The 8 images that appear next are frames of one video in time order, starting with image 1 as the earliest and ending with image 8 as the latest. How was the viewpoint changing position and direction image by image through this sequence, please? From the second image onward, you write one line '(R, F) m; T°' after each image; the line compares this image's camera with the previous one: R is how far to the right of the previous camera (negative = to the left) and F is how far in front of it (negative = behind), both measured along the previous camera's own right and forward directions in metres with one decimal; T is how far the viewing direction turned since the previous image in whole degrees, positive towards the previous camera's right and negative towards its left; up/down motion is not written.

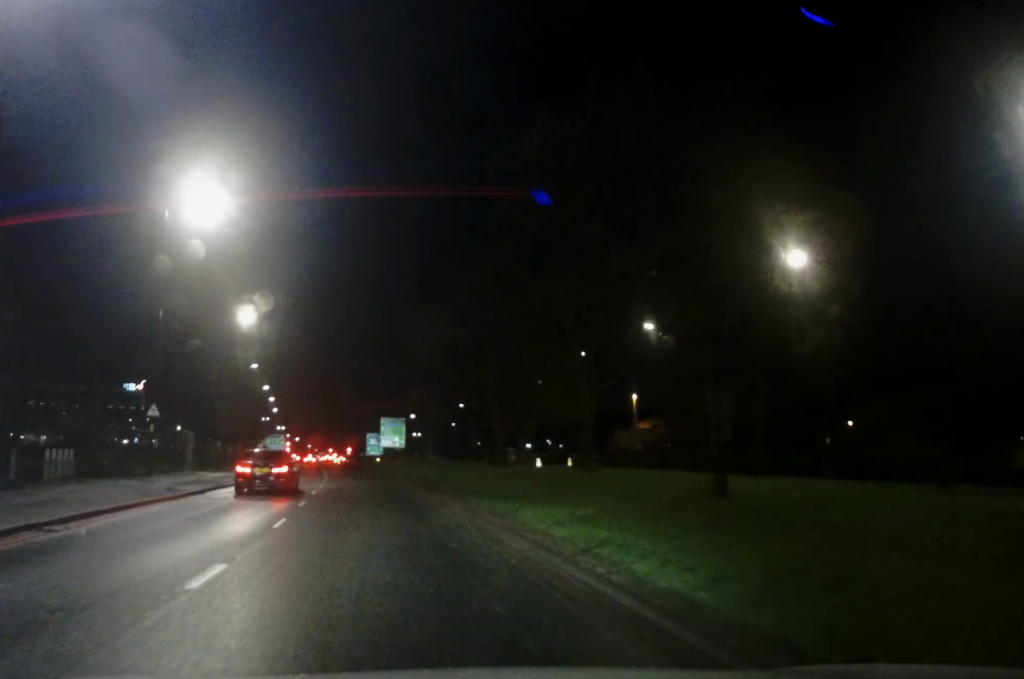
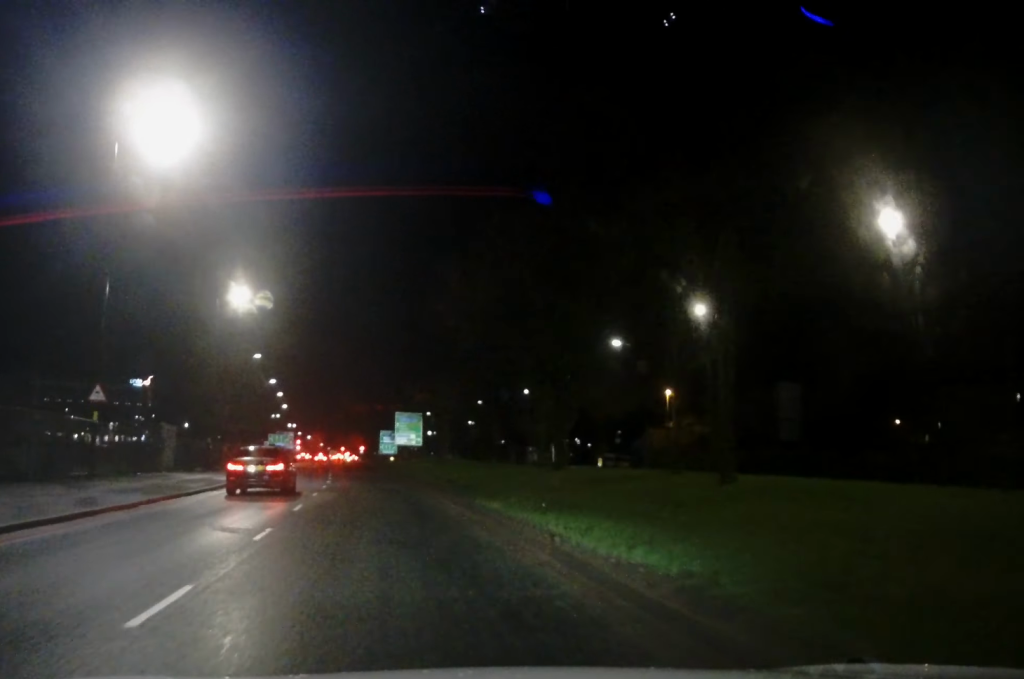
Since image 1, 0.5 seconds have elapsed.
(-0.1, +8.2) m; -1°
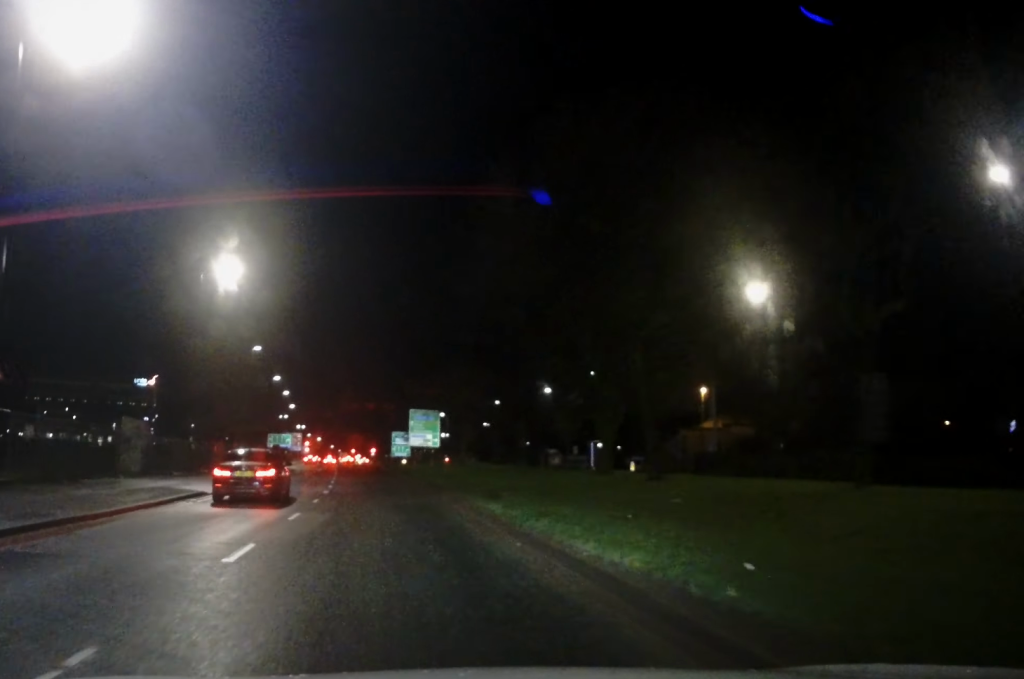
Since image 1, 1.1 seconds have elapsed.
(0.0, +8.1) m; -1°
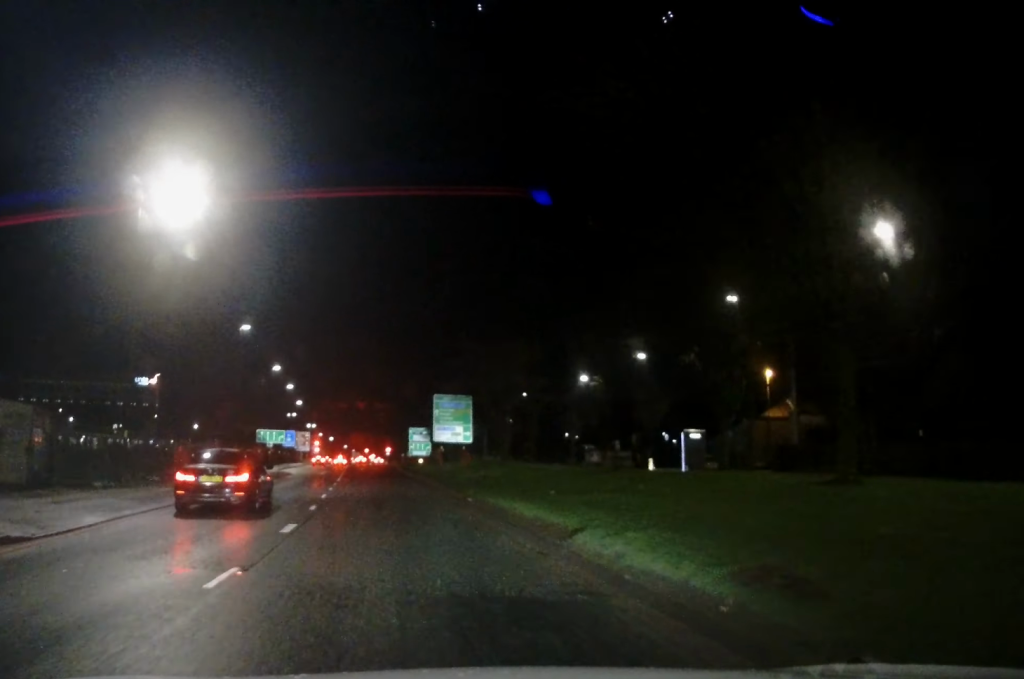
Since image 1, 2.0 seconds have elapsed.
(-0.3, +14.1) m; -2°
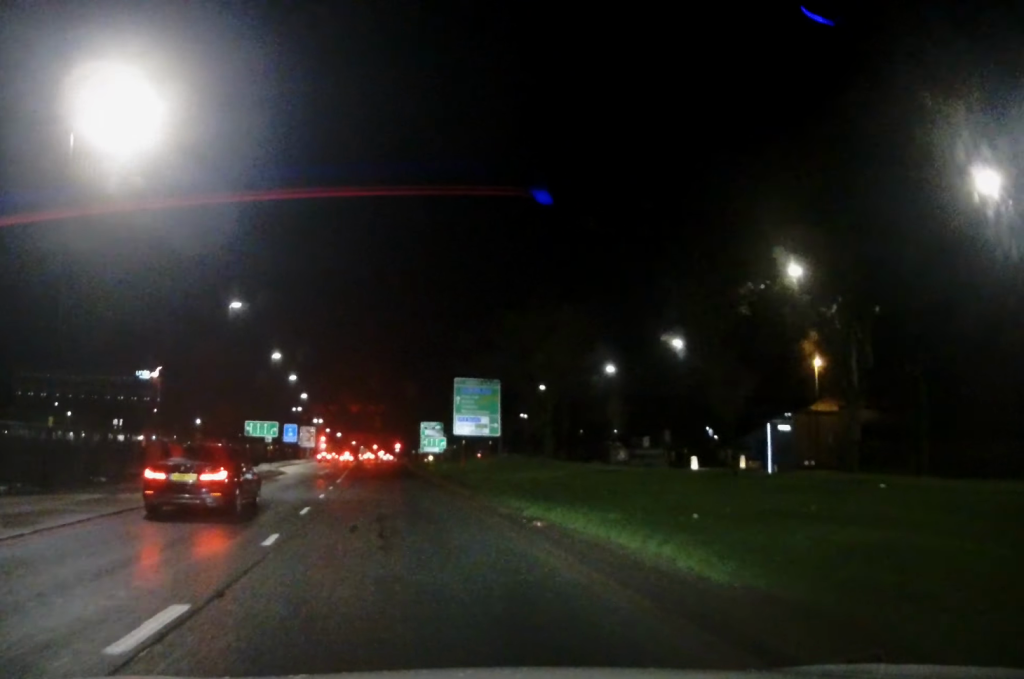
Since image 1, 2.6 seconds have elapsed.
(-0.1, +8.4) m; -1°
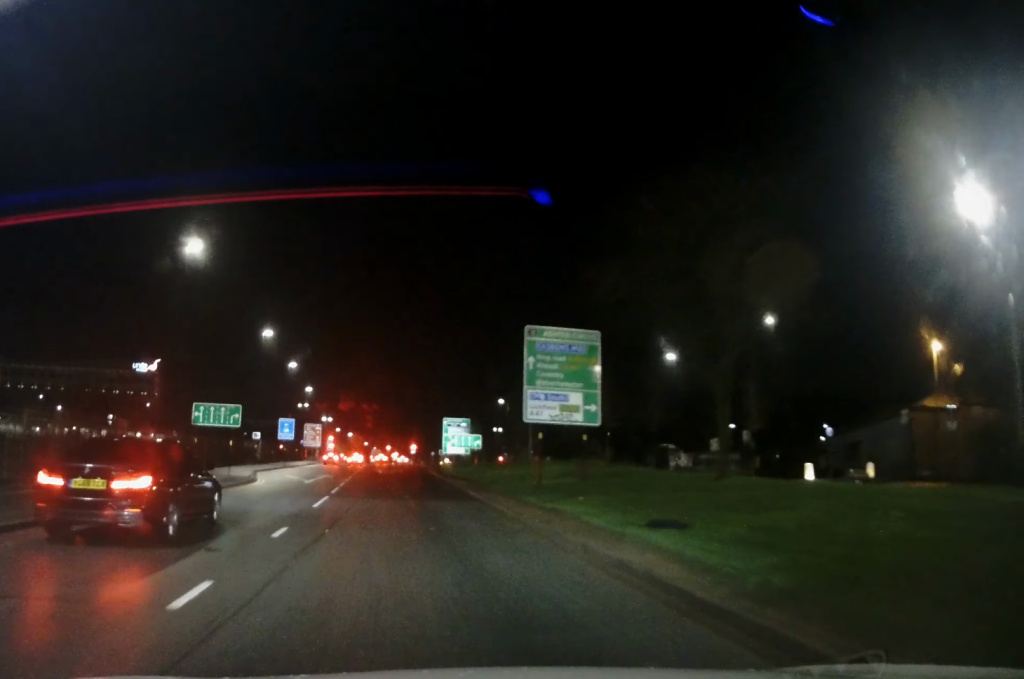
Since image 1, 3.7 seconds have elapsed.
(-0.4, +17.0) m; -1°
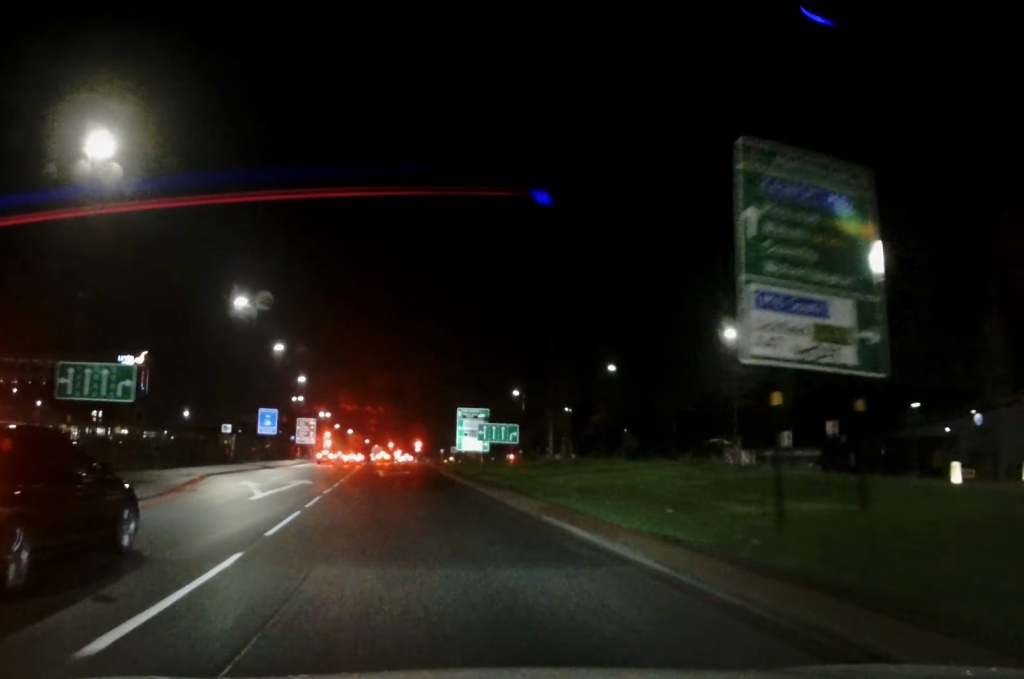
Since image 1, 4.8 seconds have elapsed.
(+0.2, +14.4) m; +1°
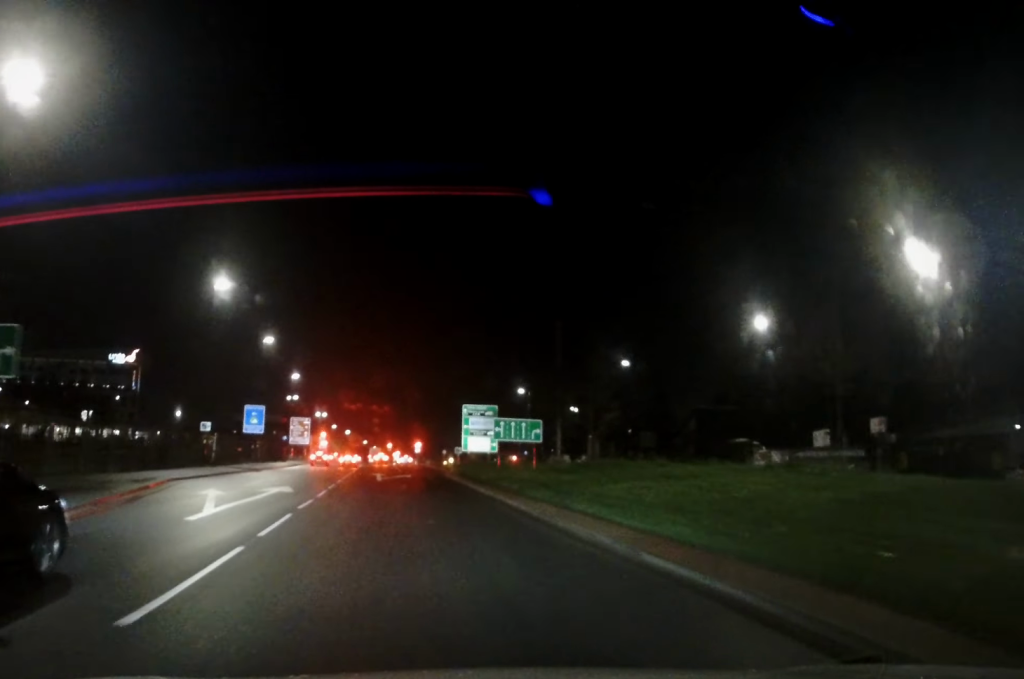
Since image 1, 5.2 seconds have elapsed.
(+0.1, +6.3) m; 0°
